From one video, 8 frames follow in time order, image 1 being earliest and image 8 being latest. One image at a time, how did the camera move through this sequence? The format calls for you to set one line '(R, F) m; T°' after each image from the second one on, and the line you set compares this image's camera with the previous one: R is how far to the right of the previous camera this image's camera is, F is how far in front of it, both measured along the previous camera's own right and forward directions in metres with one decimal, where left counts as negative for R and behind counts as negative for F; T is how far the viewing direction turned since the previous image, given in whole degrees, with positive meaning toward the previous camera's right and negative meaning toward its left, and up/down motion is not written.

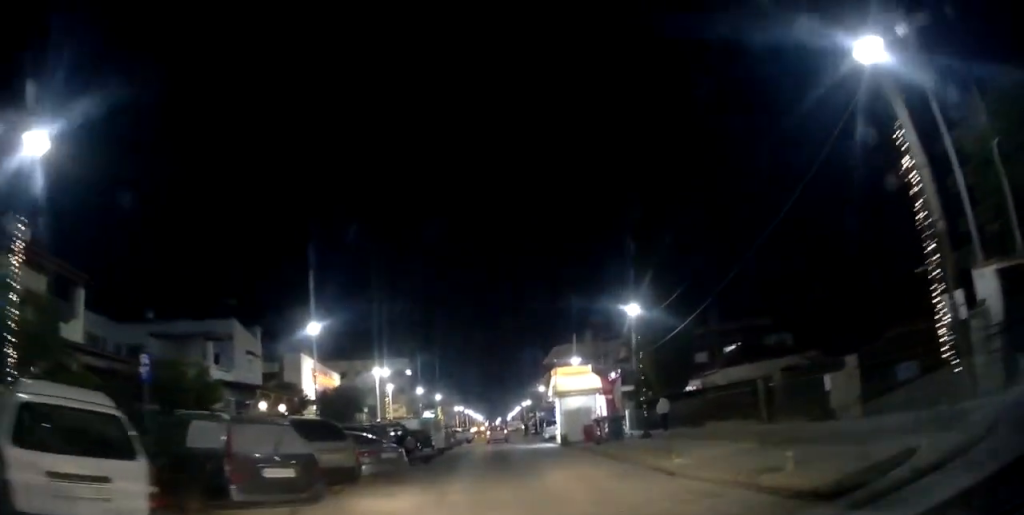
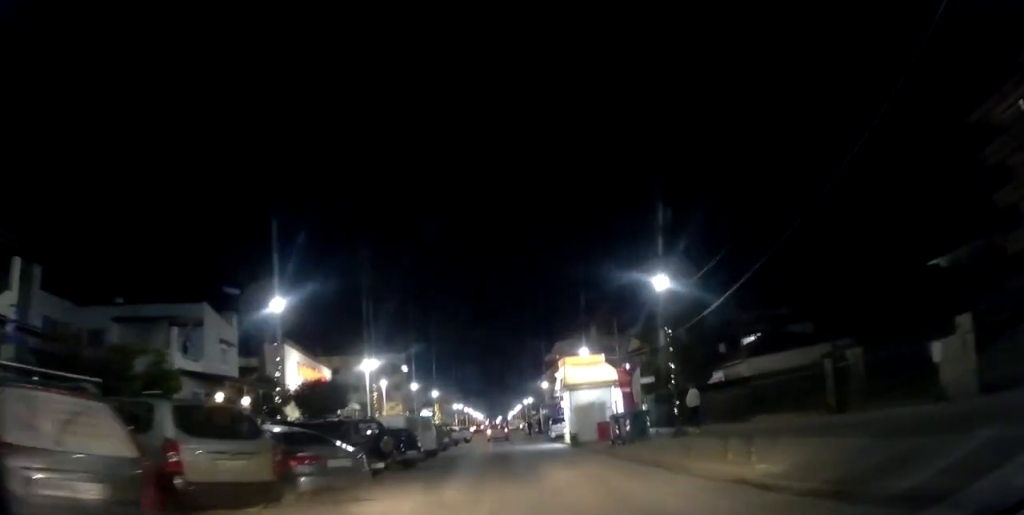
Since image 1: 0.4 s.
(+0.1, +4.0) m; +1°
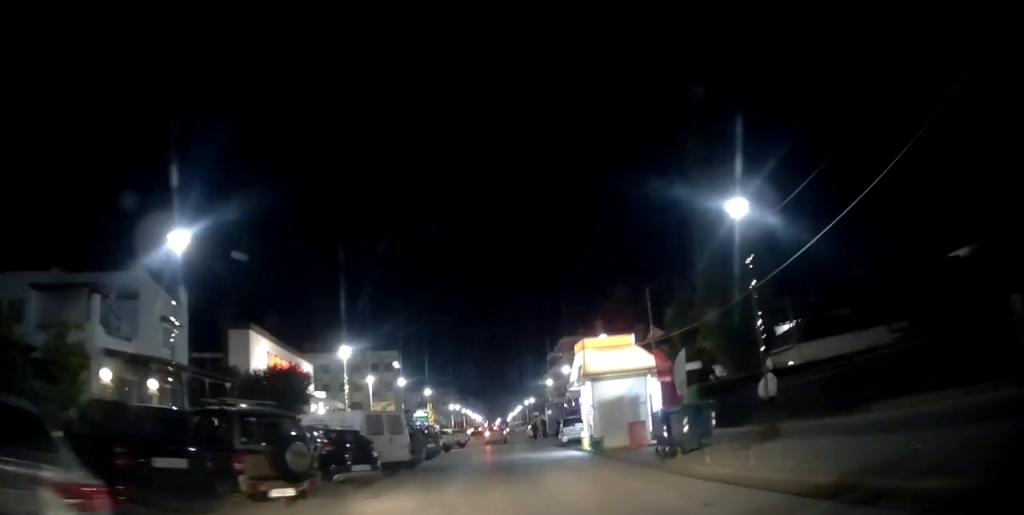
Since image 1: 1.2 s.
(+0.1, +6.5) m; 0°
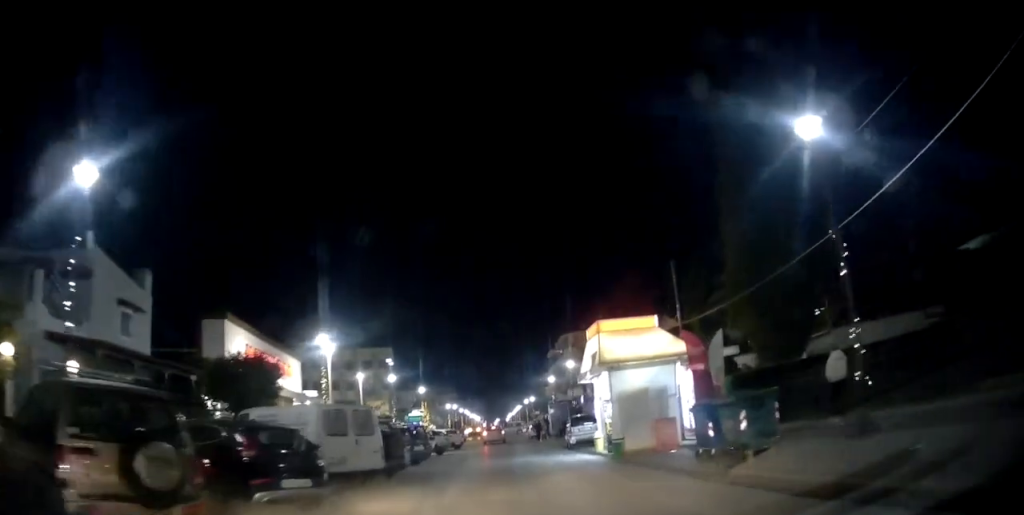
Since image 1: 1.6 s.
(0.0, +3.6) m; -1°
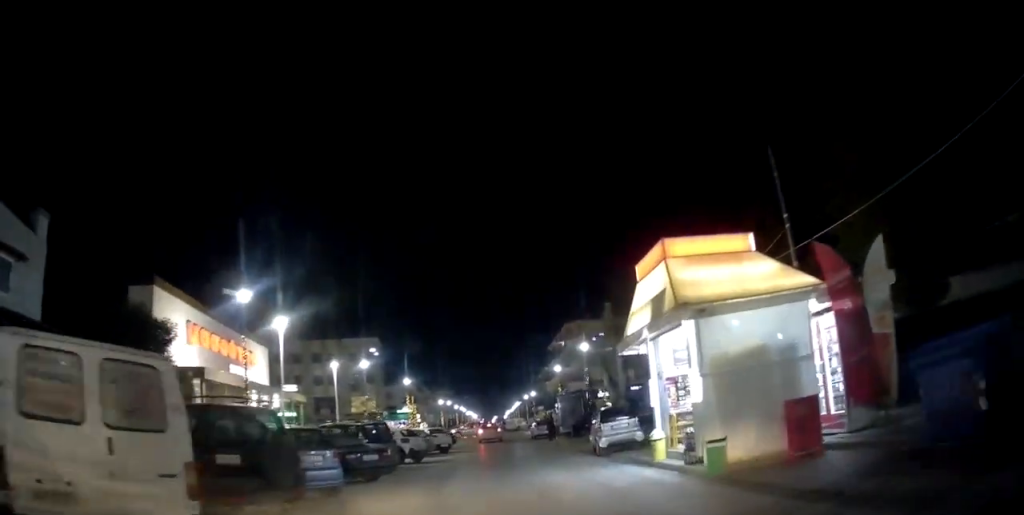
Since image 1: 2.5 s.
(-0.2, +7.9) m; -1°
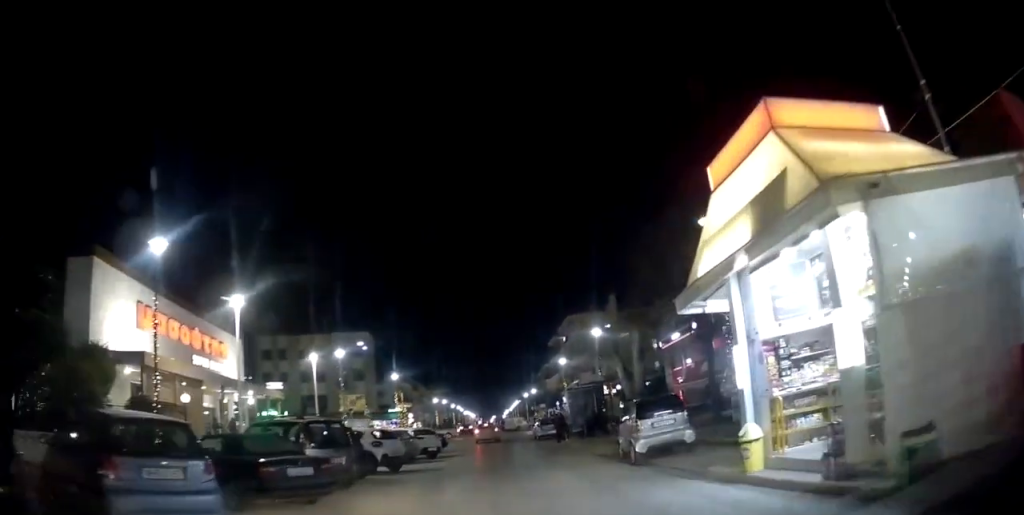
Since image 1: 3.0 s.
(-0.1, +5.1) m; 0°
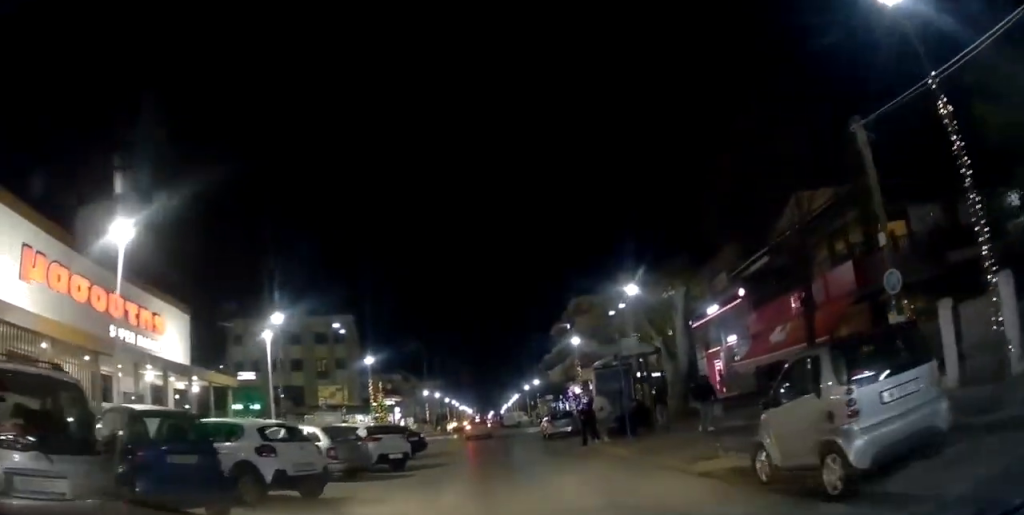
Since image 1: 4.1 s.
(+0.3, +8.6) m; +2°
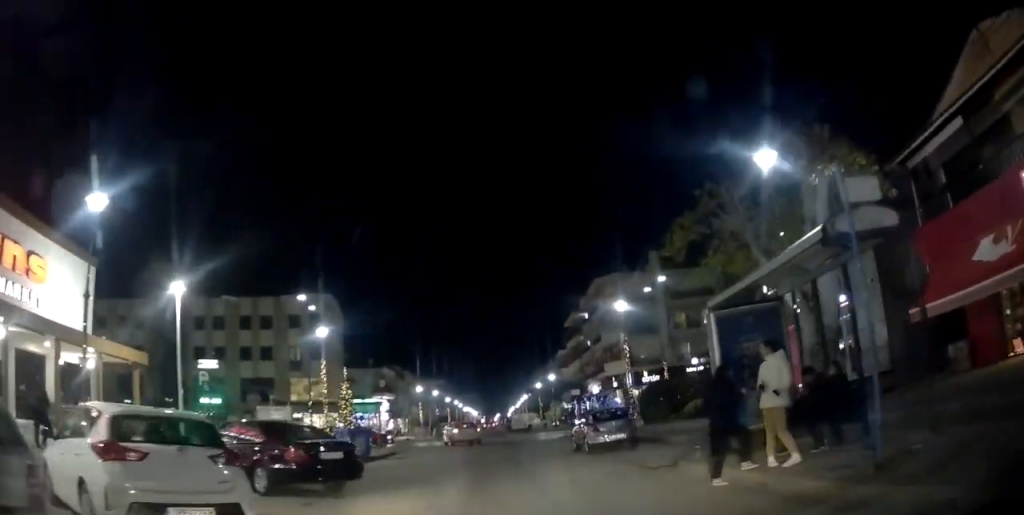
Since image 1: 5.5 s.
(-0.4, +11.6) m; -6°
